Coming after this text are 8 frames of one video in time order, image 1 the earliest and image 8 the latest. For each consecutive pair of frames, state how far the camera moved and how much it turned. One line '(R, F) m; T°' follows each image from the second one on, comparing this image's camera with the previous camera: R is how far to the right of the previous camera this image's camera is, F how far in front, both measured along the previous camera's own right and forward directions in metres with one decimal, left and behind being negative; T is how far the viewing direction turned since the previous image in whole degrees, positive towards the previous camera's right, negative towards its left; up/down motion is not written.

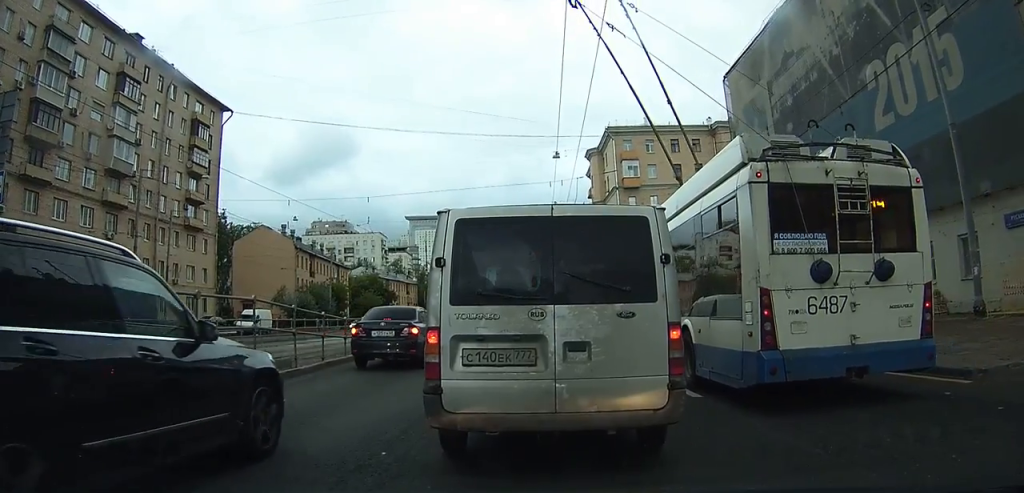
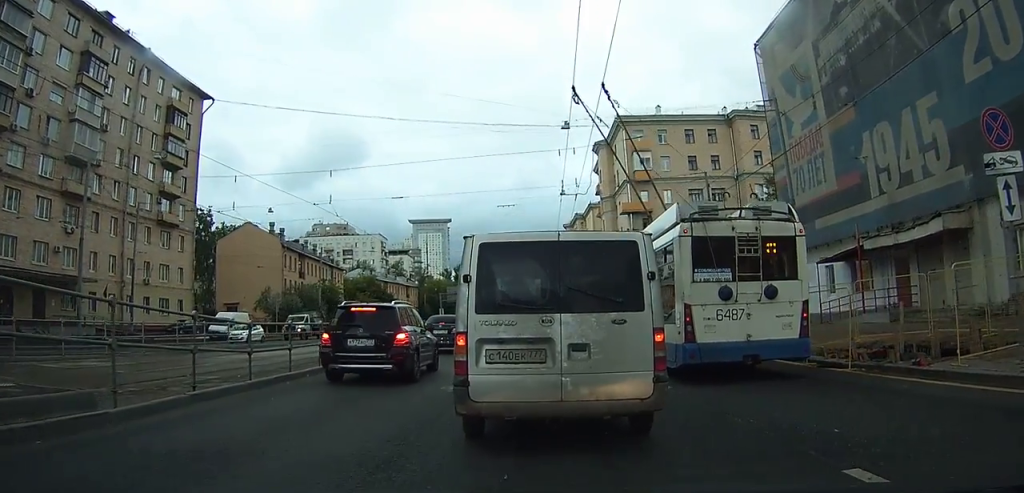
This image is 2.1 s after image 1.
(+0.5, +6.4) m; +6°
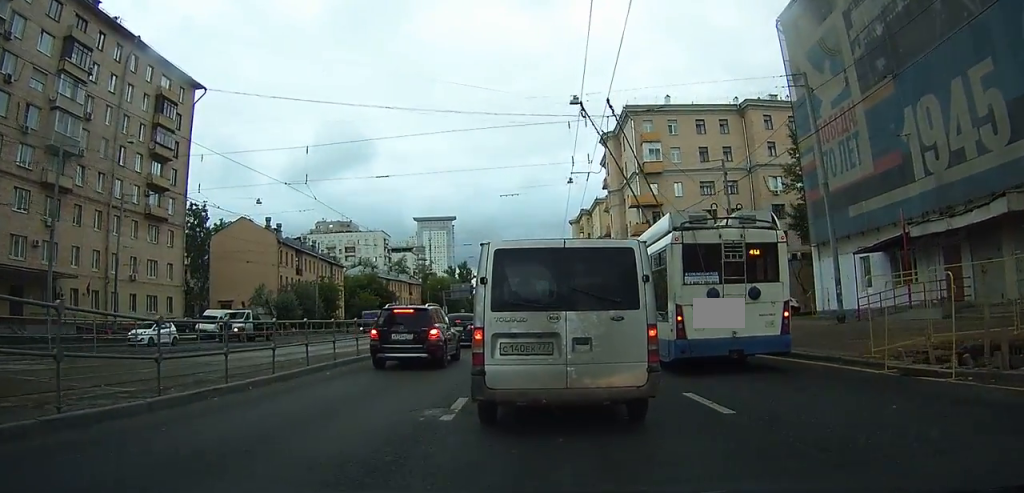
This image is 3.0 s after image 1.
(-0.1, +3.1) m; -5°
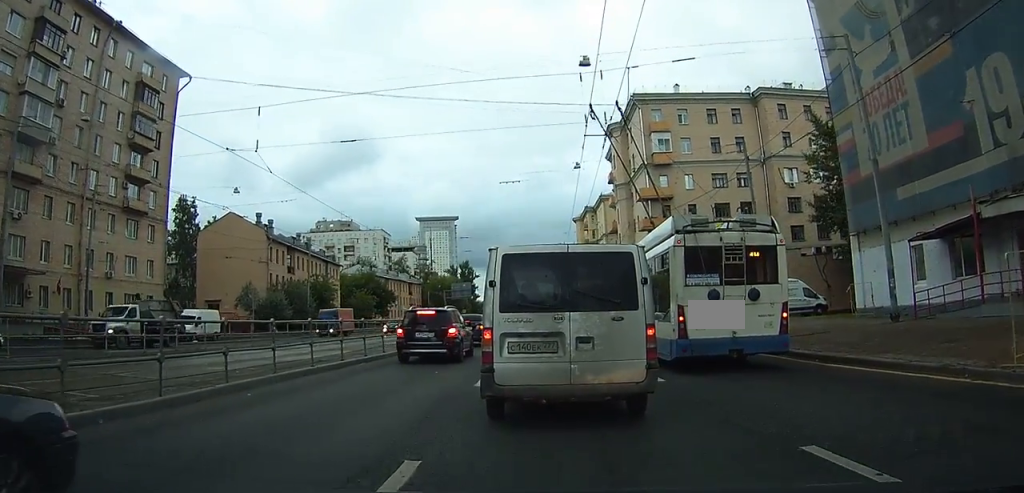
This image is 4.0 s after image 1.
(-0.2, +3.7) m; -2°
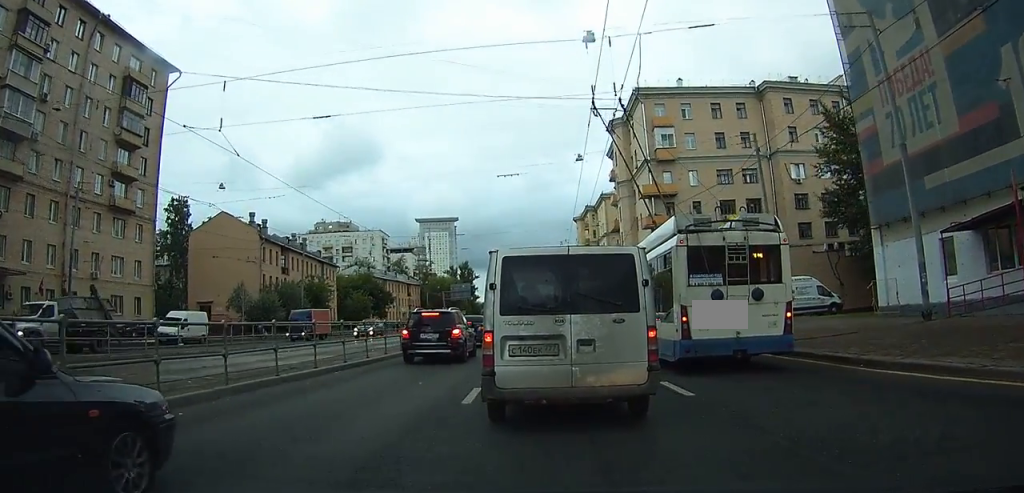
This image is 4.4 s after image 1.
(0.0, +1.8) m; 0°
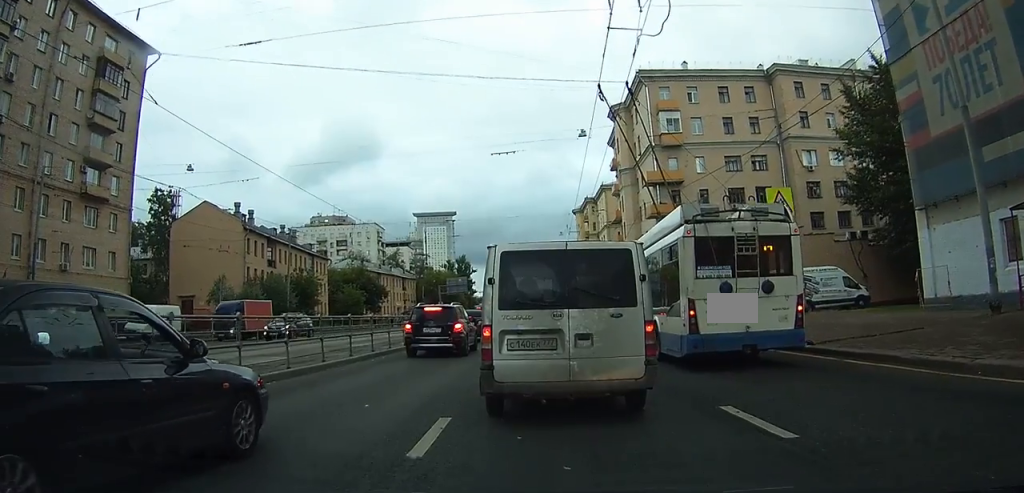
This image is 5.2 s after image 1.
(0.0, +3.3) m; +1°
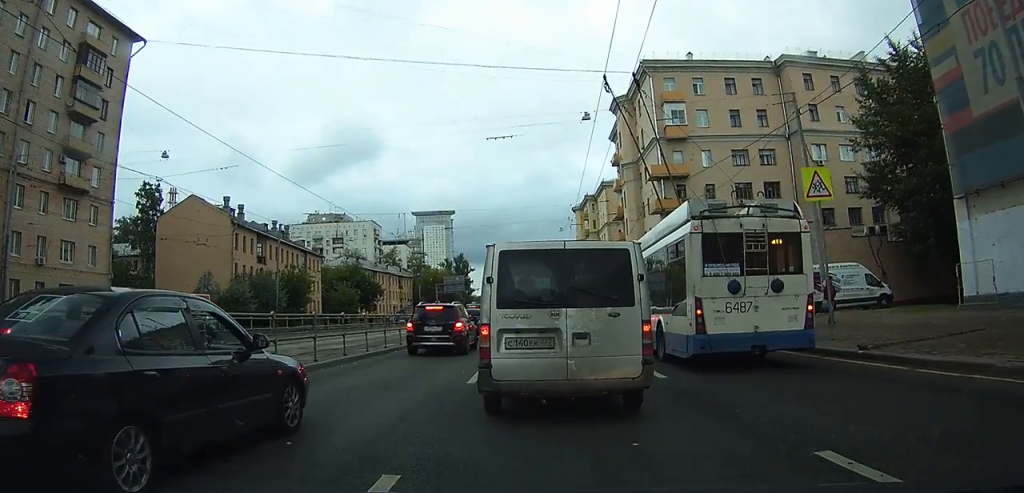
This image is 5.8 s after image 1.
(0.0, +2.5) m; 0°
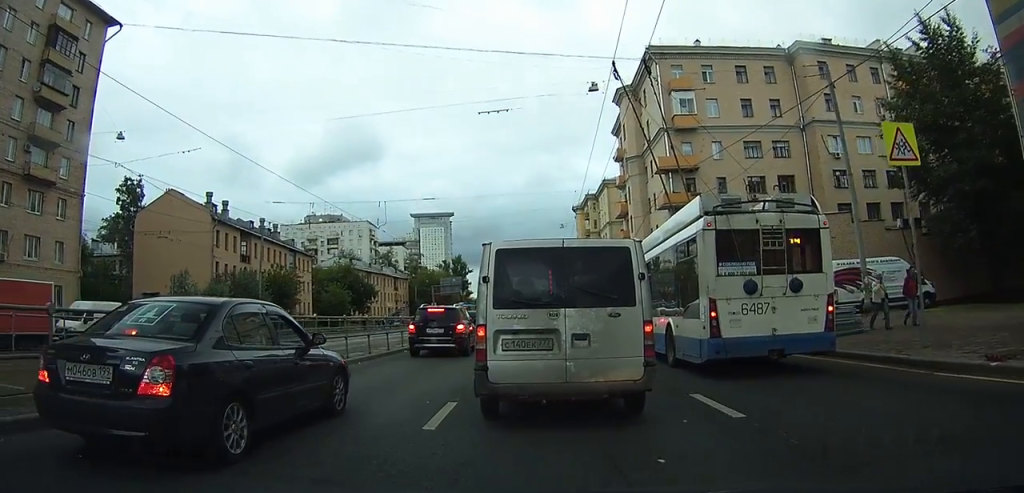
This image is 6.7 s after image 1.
(0.0, +3.8) m; -1°
